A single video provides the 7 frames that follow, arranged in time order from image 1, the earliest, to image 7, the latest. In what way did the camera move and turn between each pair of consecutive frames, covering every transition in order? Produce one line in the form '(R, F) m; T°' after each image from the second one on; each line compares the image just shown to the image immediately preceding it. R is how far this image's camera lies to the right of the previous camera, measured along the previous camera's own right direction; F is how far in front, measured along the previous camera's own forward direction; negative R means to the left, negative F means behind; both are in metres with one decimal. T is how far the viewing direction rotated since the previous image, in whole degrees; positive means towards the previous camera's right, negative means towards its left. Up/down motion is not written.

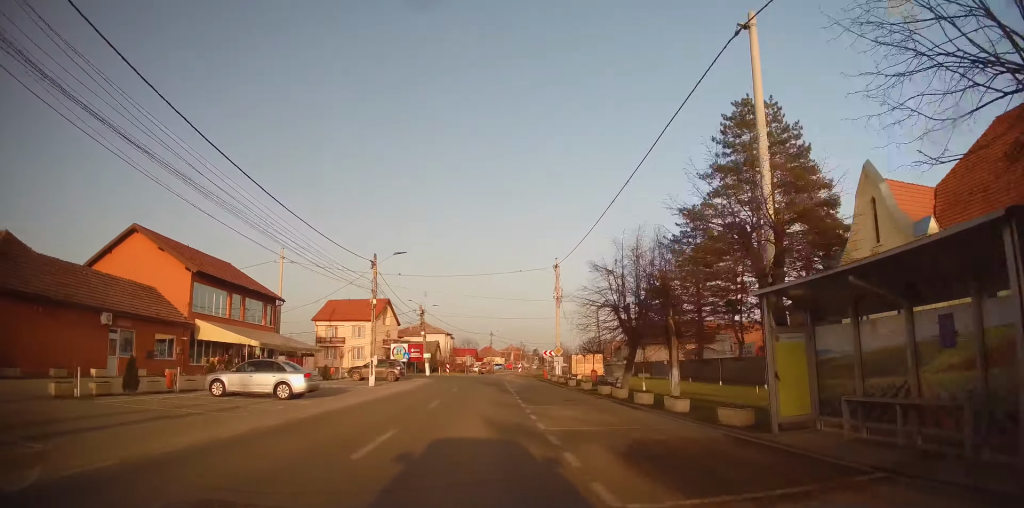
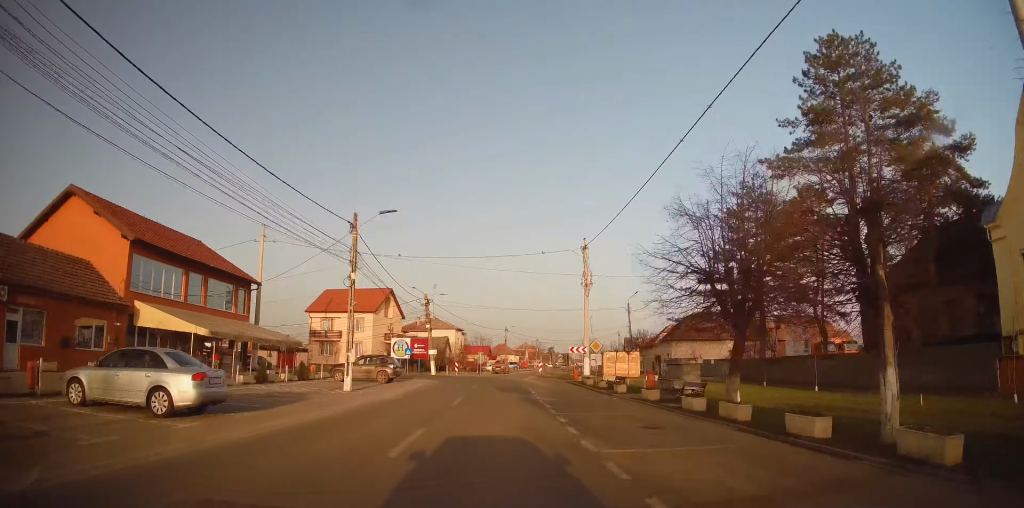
(-0.1, +7.1) m; -3°
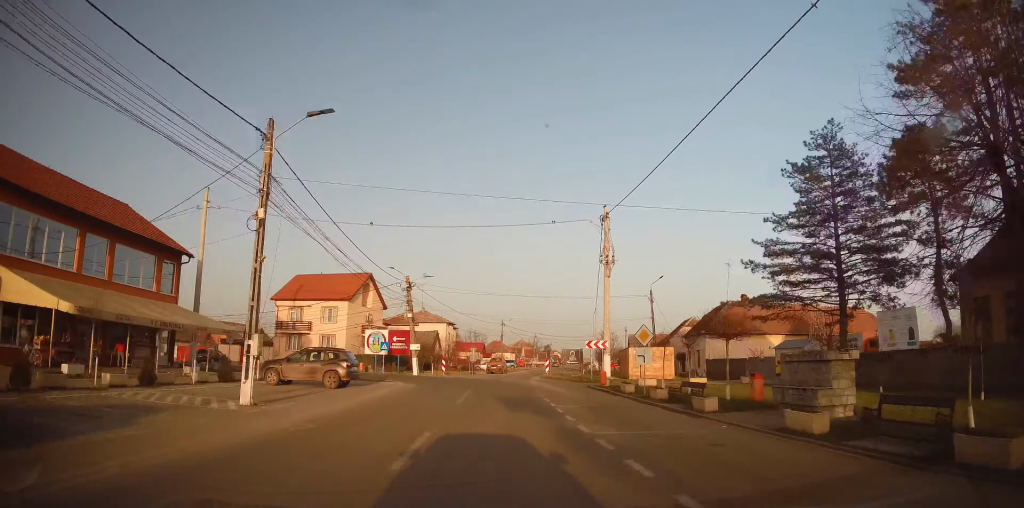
(-0.3, +9.0) m; -2°
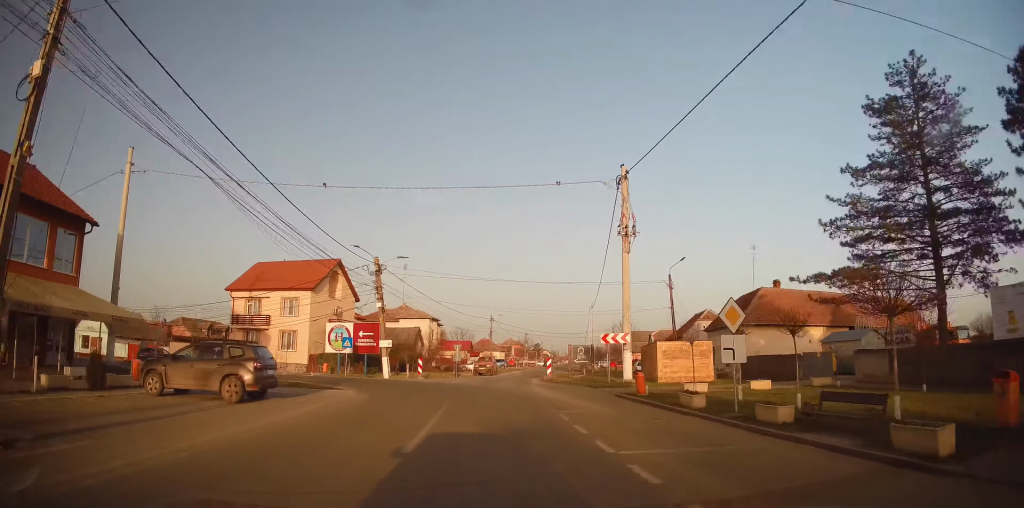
(0.0, +8.0) m; +2°
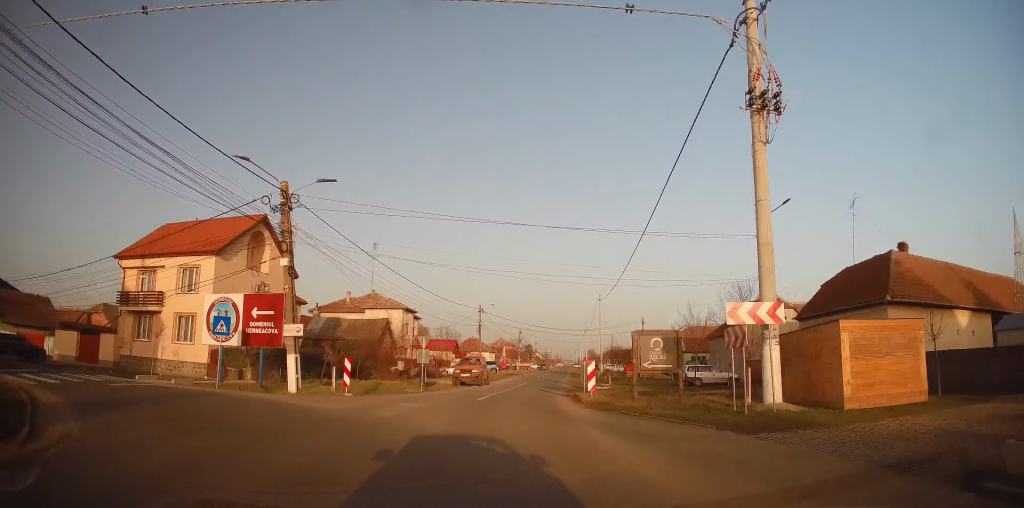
(+0.4, +16.0) m; +1°
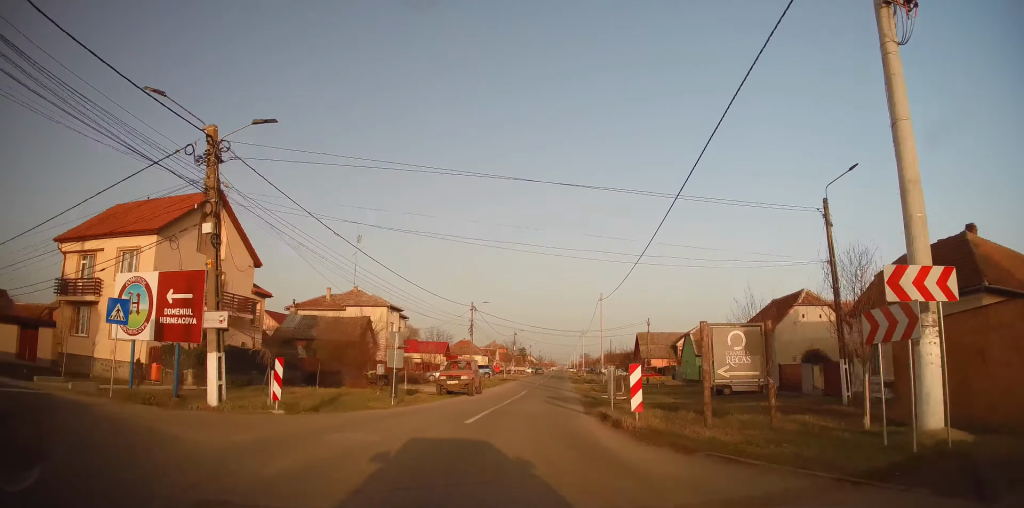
(-0.4, +5.9) m; 0°
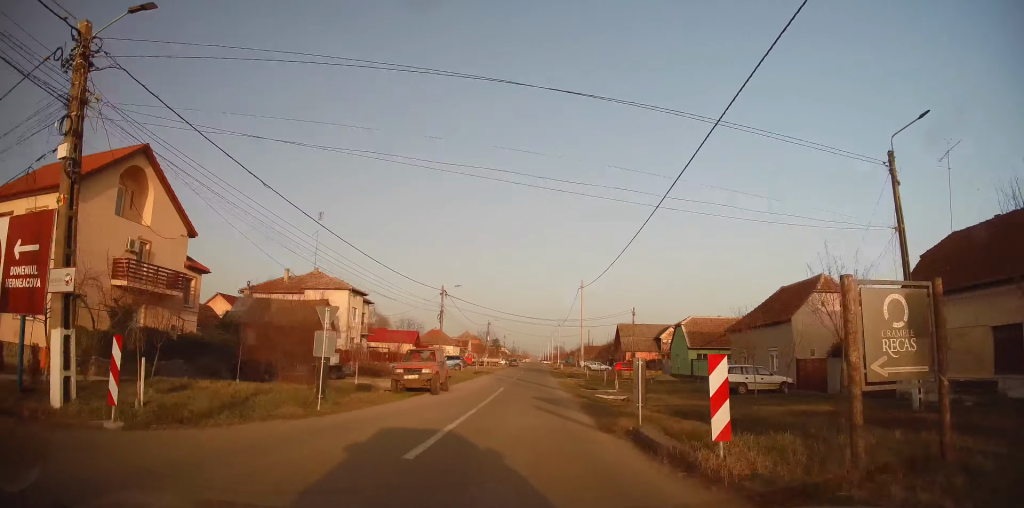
(+0.4, +5.5) m; +3°
